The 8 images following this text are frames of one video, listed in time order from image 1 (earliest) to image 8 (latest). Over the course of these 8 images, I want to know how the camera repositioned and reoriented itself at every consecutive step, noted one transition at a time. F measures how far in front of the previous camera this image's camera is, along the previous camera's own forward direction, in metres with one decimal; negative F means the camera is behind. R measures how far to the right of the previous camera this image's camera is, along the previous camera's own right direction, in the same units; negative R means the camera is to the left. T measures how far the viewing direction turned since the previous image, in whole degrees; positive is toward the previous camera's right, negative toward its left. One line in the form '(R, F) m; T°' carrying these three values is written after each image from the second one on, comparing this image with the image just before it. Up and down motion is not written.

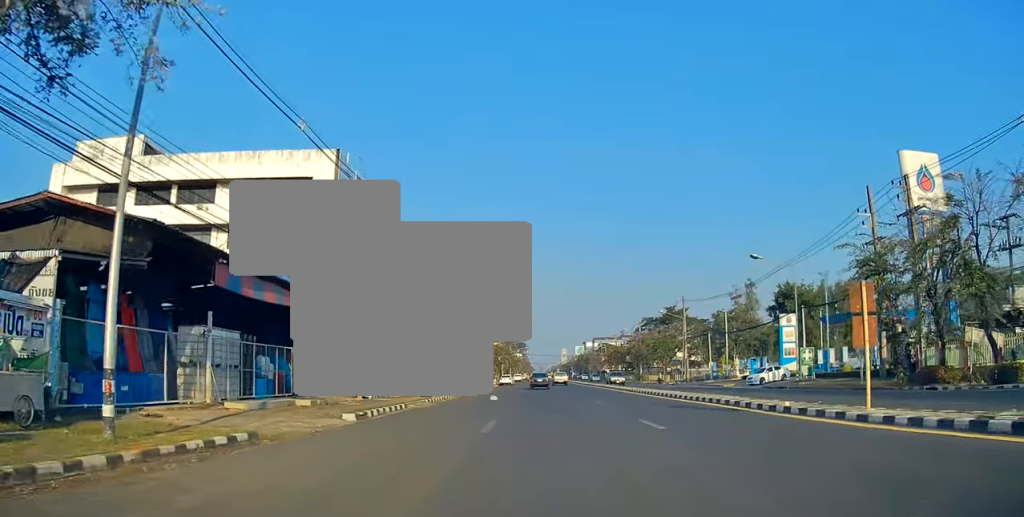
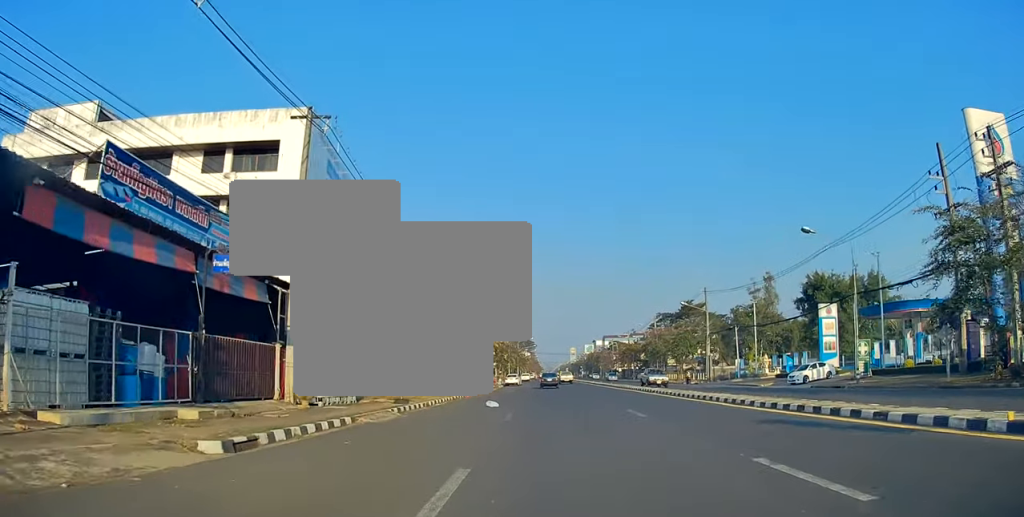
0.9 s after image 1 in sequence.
(-0.1, +8.1) m; -2°
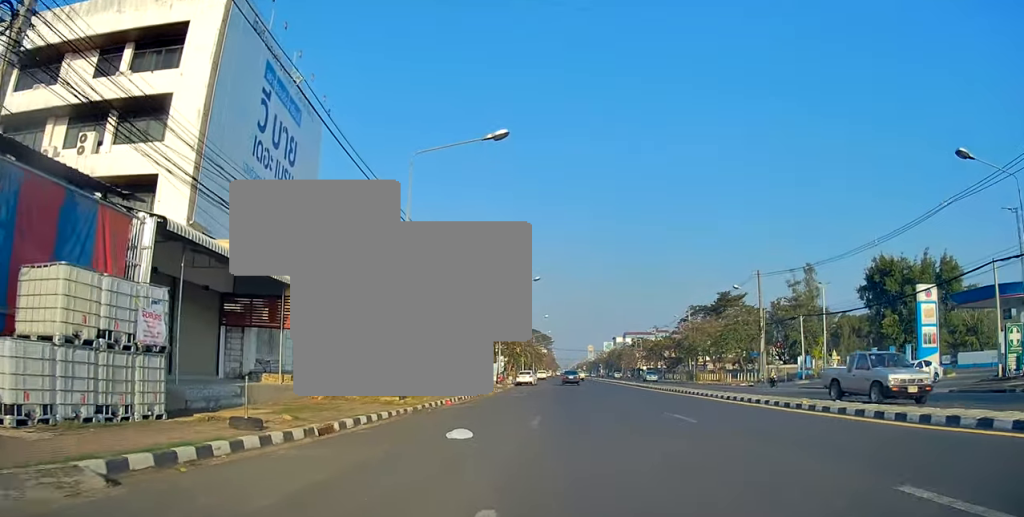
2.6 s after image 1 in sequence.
(-0.4, +14.8) m; -2°
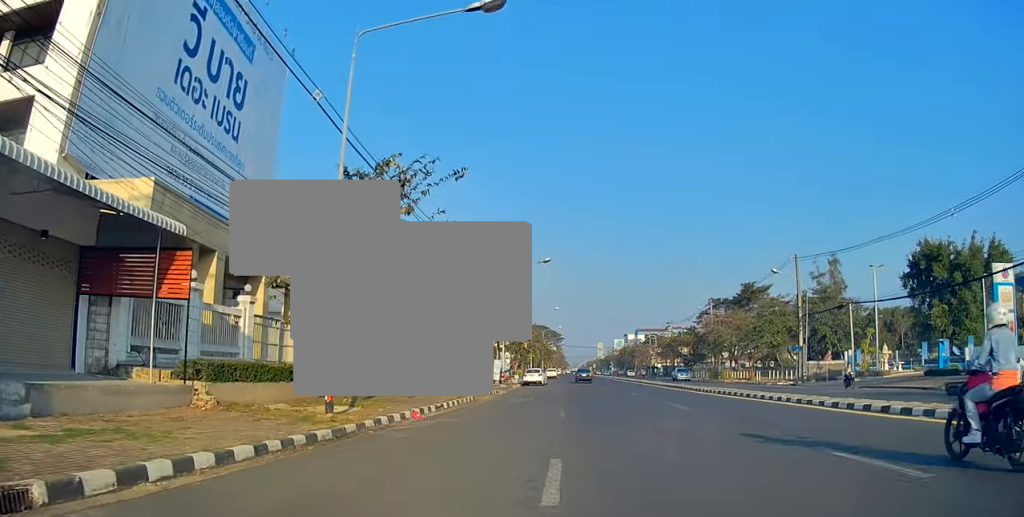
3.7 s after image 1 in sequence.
(0.0, +9.0) m; 0°
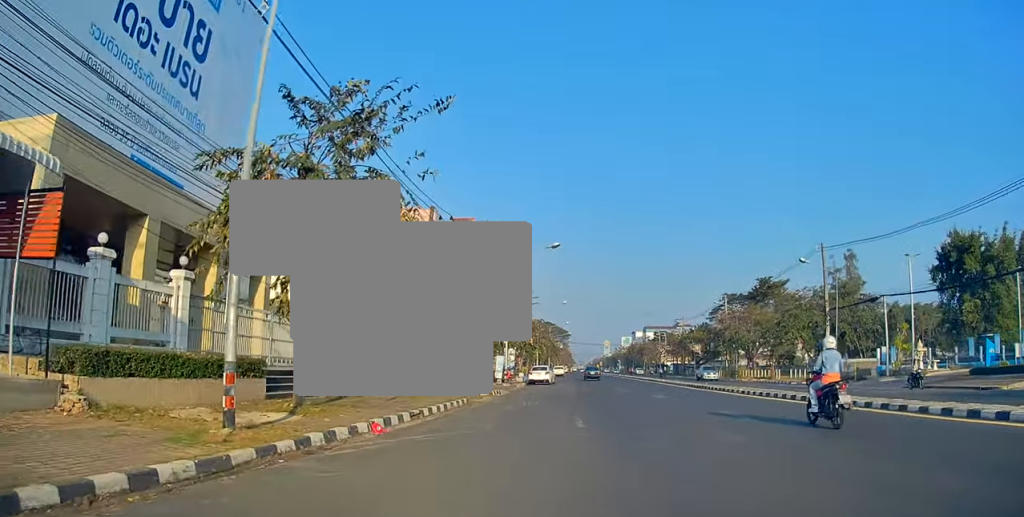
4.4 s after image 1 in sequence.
(0.0, +5.4) m; 0°
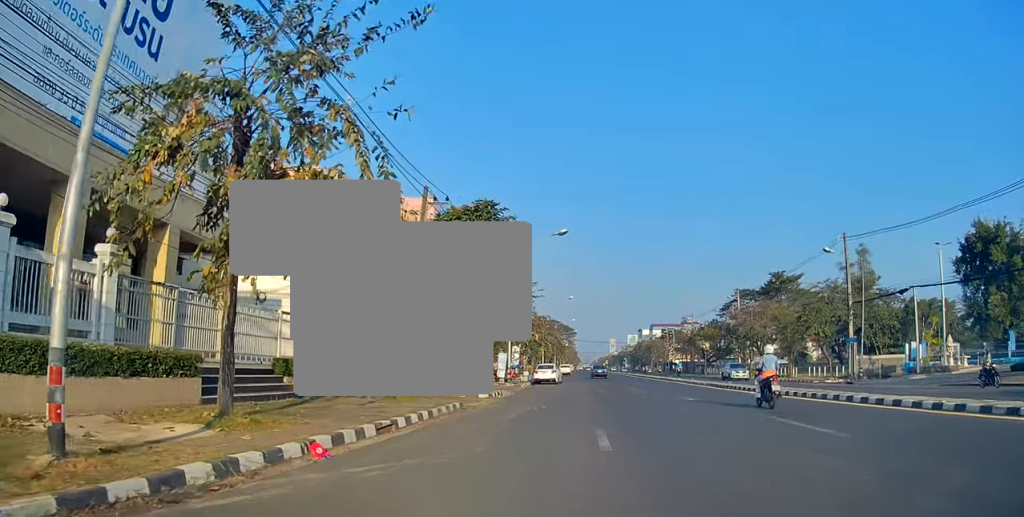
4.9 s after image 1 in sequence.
(0.0, +4.3) m; 0°
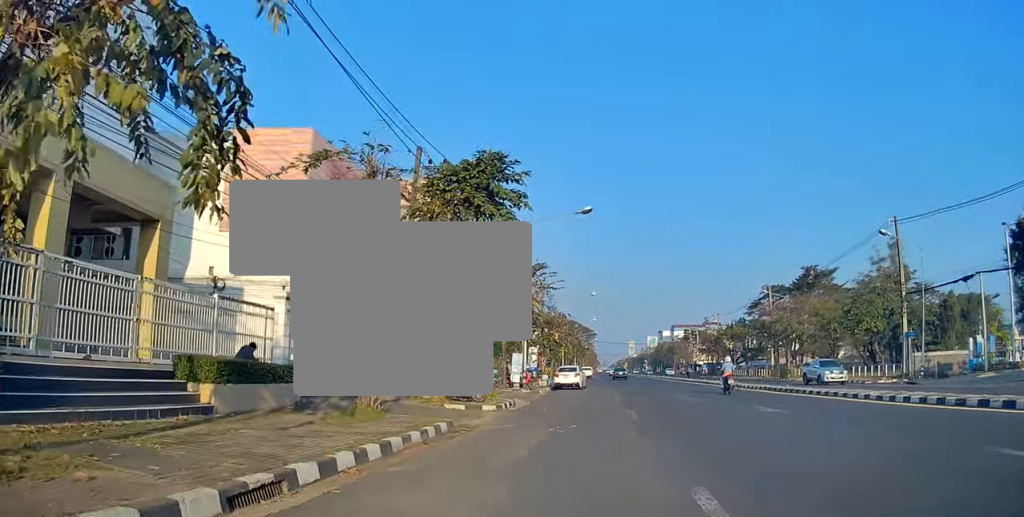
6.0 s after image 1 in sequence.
(0.0, +7.8) m; 0°
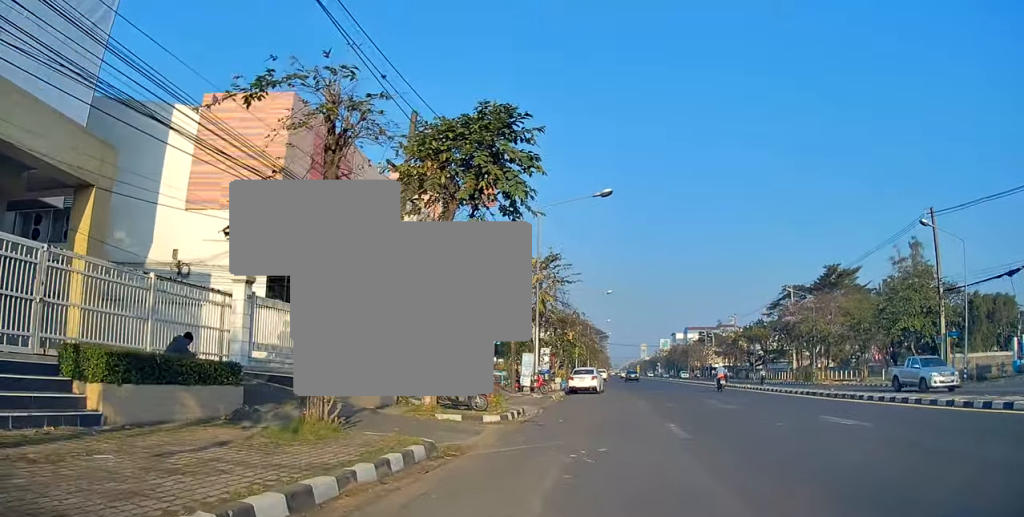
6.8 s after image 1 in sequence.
(0.0, +4.5) m; 0°
